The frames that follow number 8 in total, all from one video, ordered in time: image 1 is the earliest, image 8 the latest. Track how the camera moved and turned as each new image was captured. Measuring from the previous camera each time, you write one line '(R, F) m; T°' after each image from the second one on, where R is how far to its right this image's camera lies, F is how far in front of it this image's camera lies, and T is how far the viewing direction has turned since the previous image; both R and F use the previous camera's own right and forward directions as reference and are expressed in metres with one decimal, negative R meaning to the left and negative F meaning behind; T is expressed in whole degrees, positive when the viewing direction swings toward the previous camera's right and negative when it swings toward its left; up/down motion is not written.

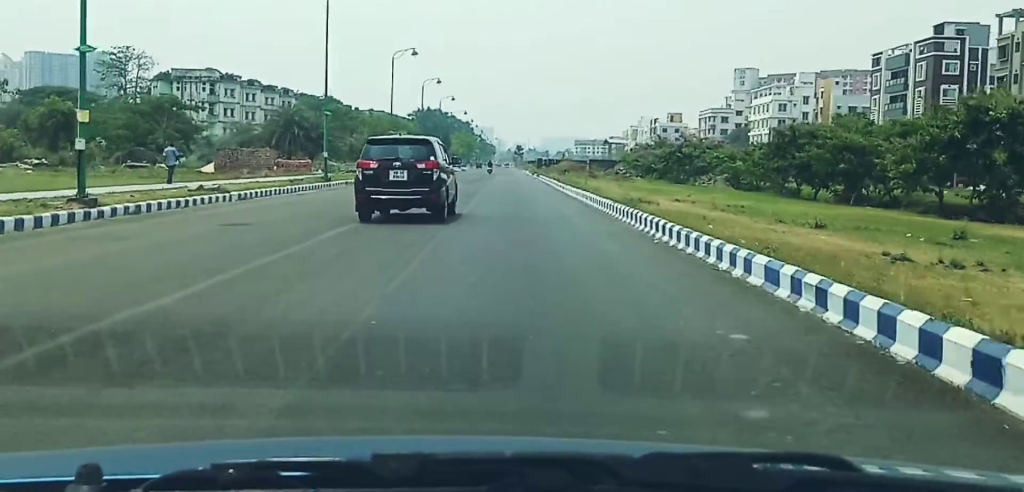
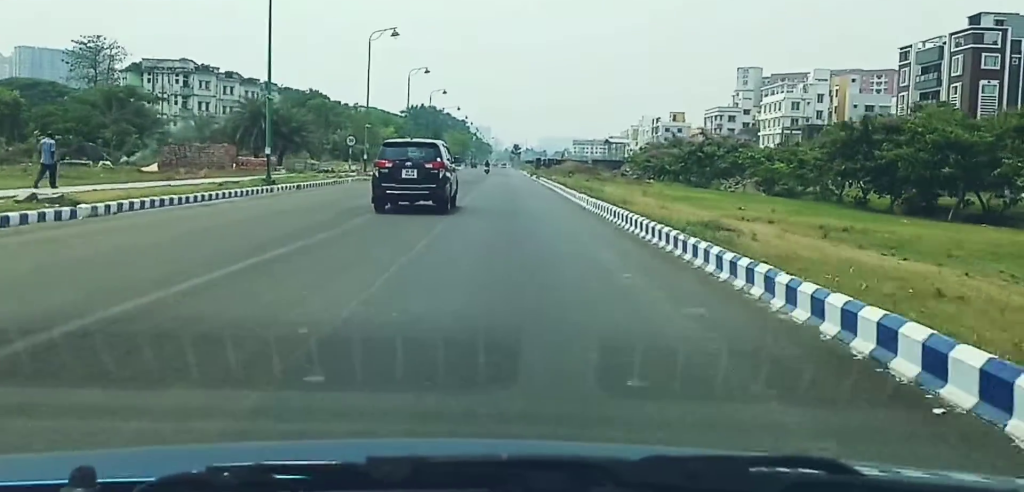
(0.0, +8.6) m; +1°
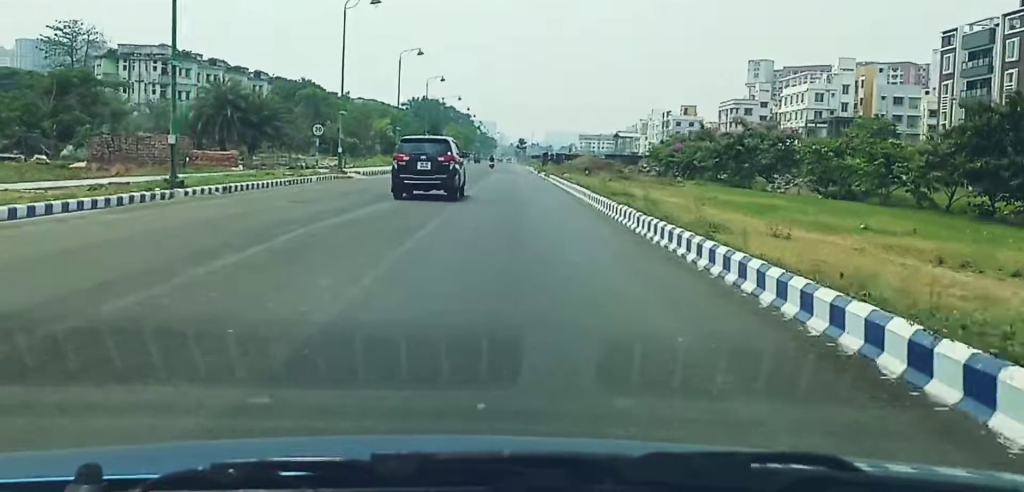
(+0.1, +8.5) m; 0°
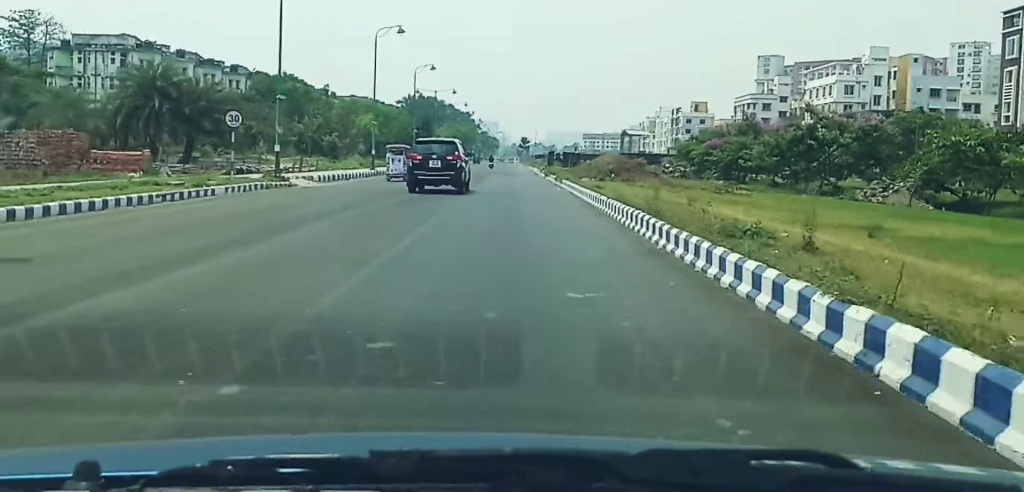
(+0.1, +11.9) m; 0°
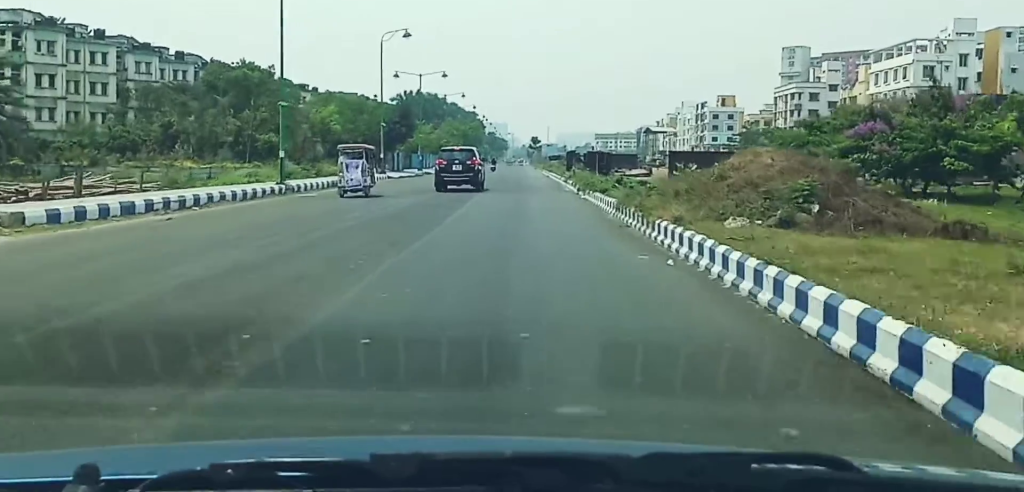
(-0.5, +25.1) m; -1°
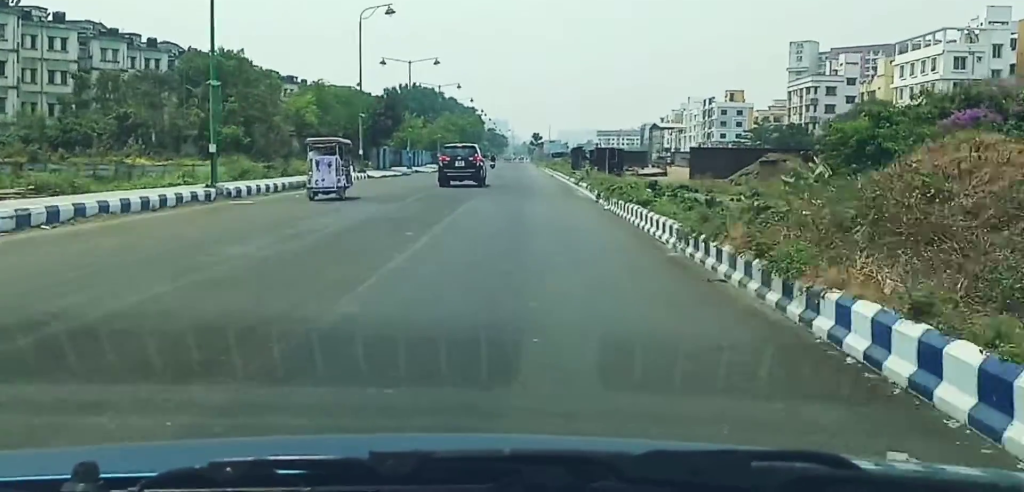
(0.0, +7.3) m; 0°
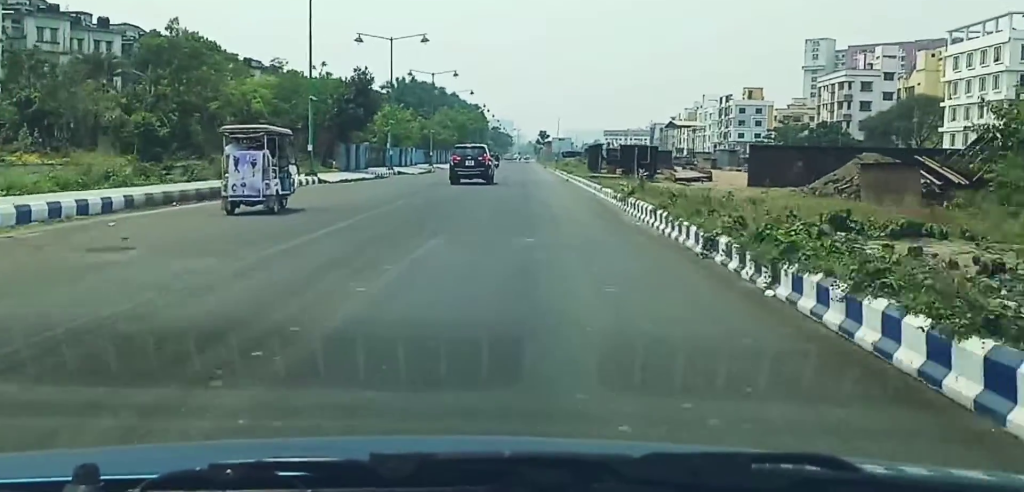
(+0.3, +14.5) m; +1°
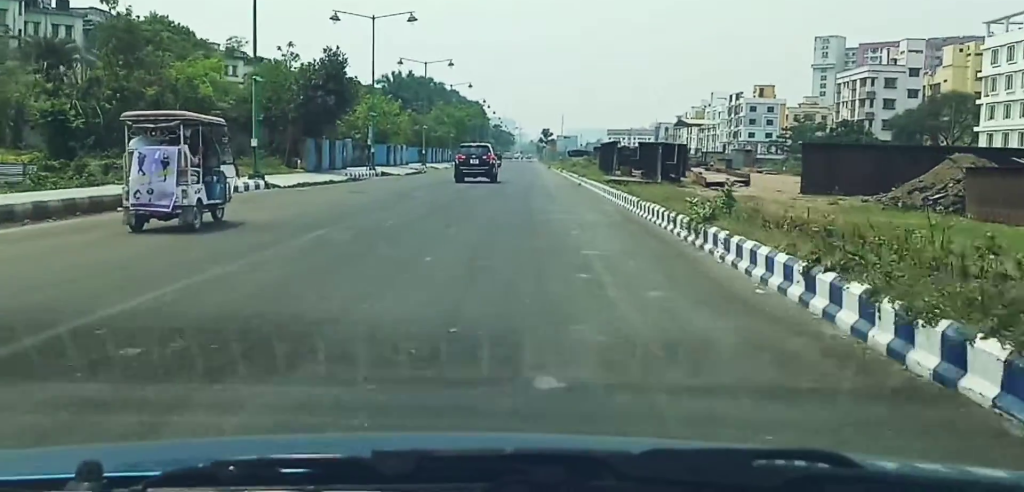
(0.0, +9.5) m; 0°
